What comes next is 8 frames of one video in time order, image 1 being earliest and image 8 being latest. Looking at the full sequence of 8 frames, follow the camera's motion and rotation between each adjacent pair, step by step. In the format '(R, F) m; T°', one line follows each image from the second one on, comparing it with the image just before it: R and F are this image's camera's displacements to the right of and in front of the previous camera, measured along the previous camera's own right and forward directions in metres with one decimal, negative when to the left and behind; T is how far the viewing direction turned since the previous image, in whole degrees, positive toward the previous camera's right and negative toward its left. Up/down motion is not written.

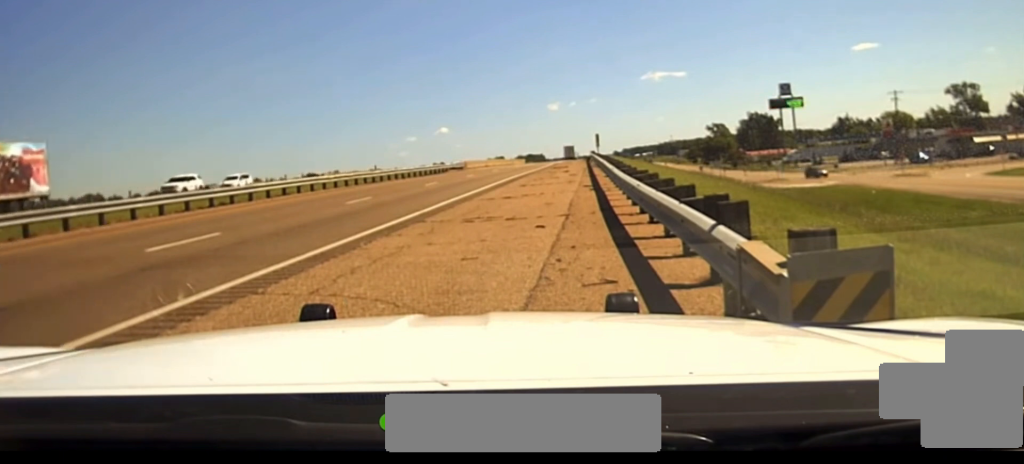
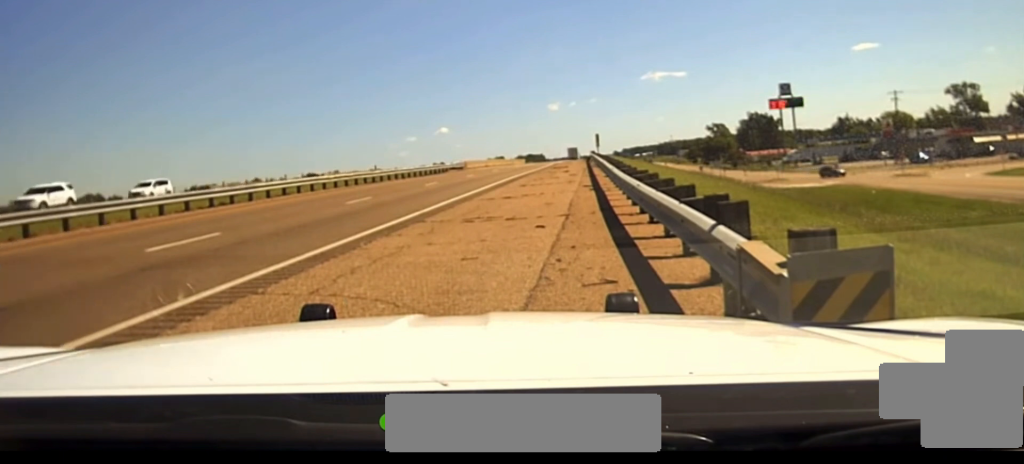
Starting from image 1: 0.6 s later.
(0.0, 0.0) m; 0°
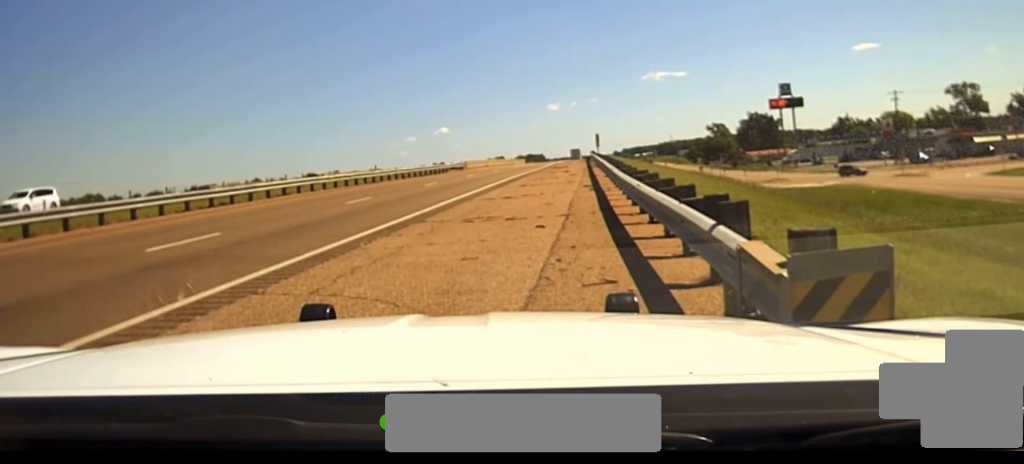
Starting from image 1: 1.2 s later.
(0.0, 0.0) m; 0°
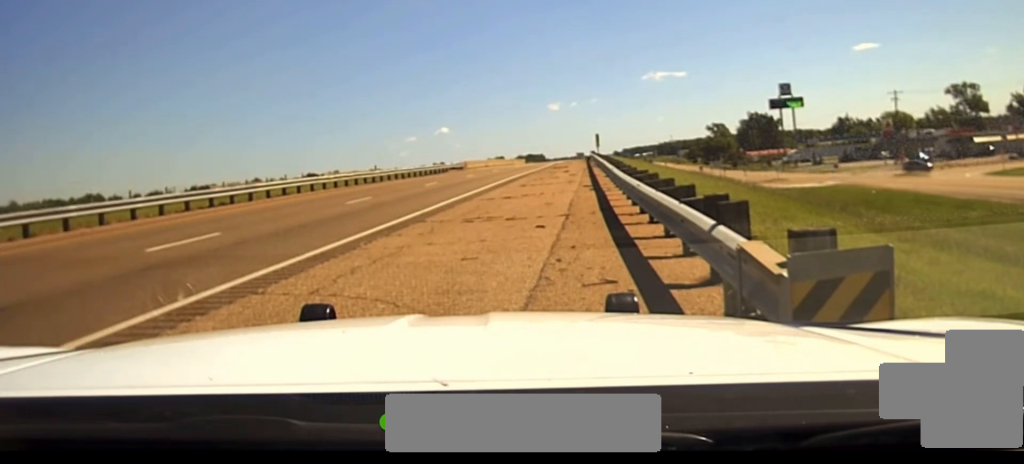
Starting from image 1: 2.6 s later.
(0.0, 0.0) m; 0°
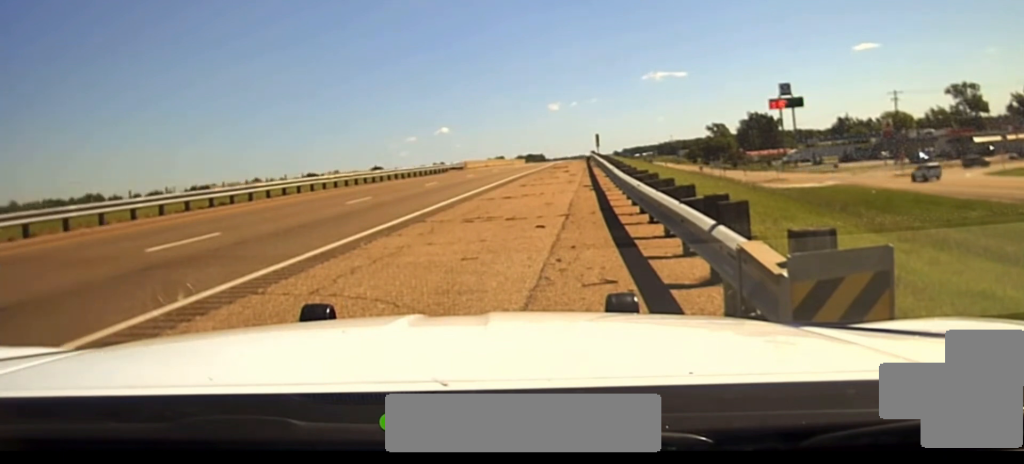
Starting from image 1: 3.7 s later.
(0.0, 0.0) m; 0°
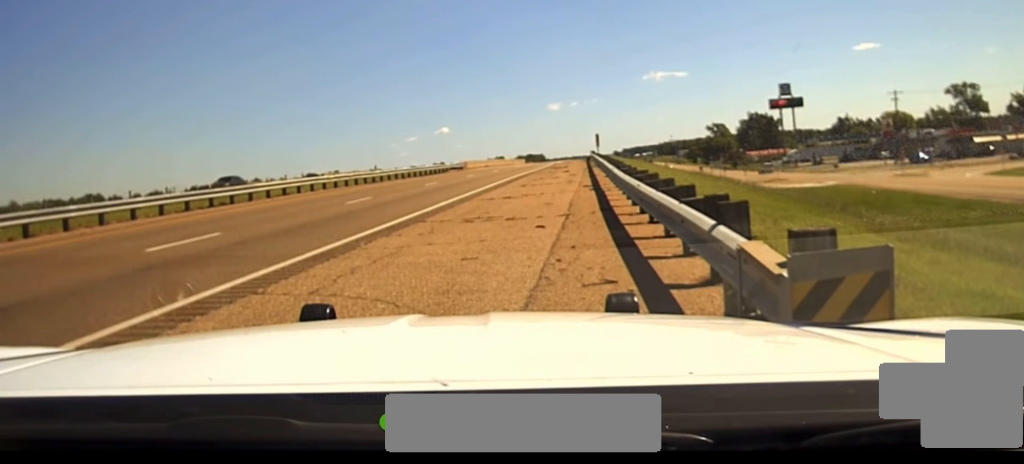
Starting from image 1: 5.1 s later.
(+0.1, +0.5) m; 0°
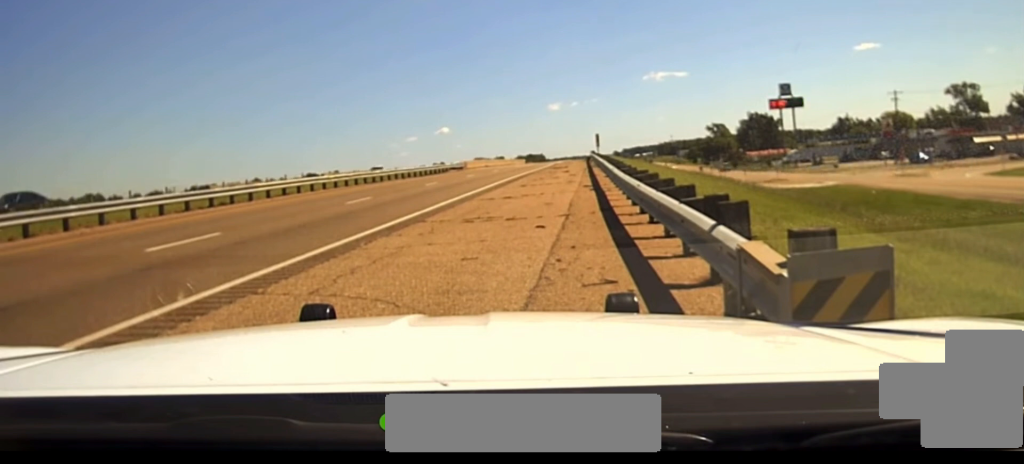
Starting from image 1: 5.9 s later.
(0.0, +0.4) m; 0°
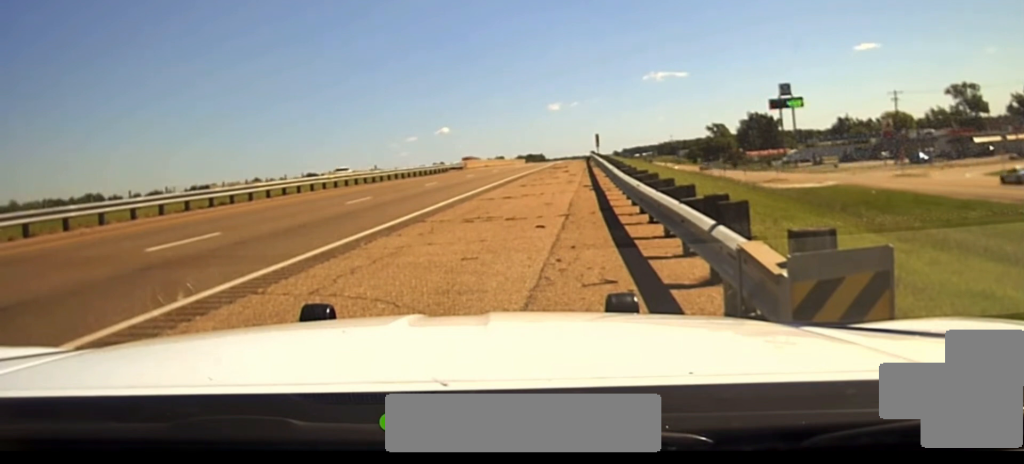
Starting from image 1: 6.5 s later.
(0.0, +0.3) m; 0°
